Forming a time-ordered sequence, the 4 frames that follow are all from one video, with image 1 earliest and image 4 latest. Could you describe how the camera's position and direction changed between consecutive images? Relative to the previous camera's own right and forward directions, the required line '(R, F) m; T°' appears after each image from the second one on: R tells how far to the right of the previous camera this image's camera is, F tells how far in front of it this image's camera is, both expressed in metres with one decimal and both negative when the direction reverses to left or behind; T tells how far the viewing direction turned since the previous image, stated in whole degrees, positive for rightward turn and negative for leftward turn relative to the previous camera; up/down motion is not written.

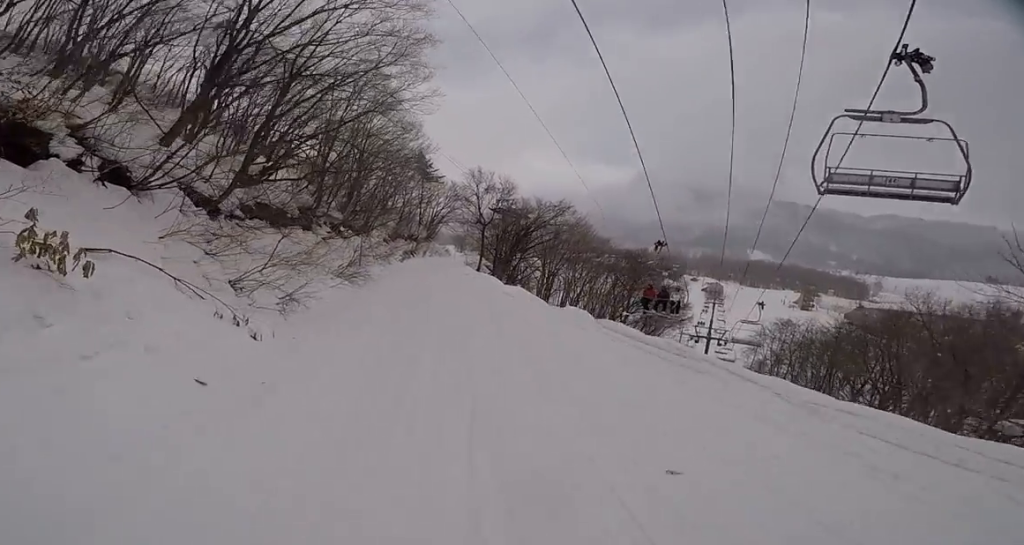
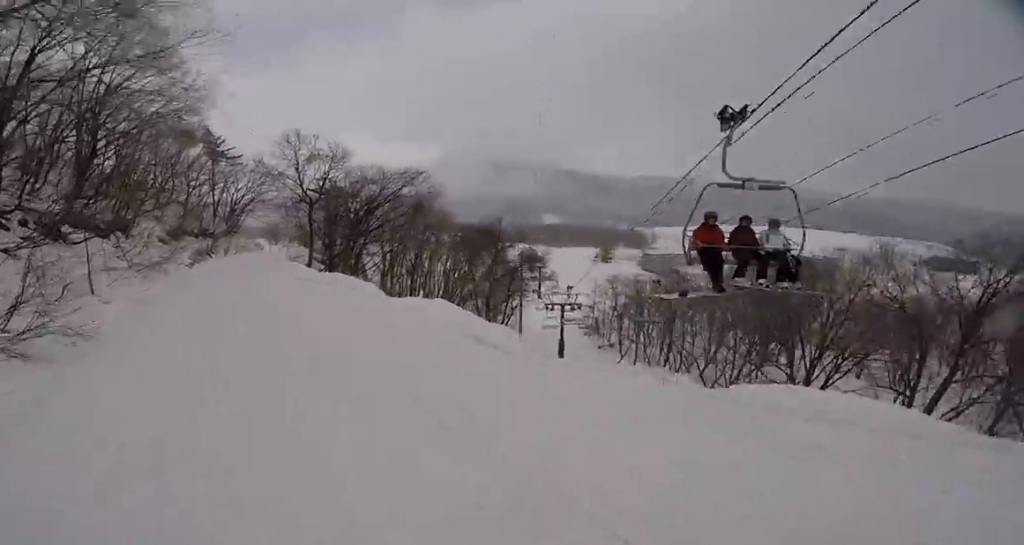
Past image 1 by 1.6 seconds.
(+0.8, +10.7) m; 0°
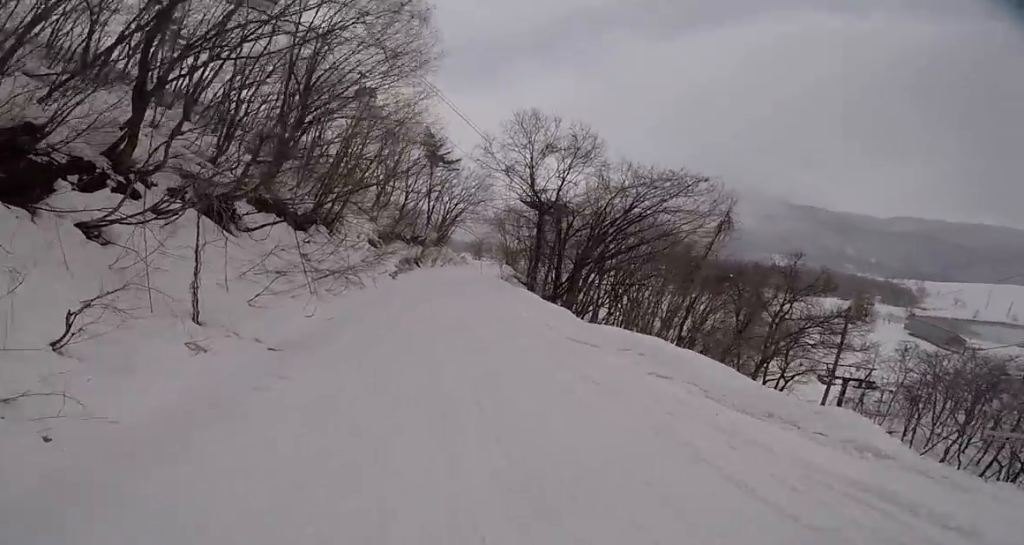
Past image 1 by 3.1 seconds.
(+0.4, +9.9) m; -1°
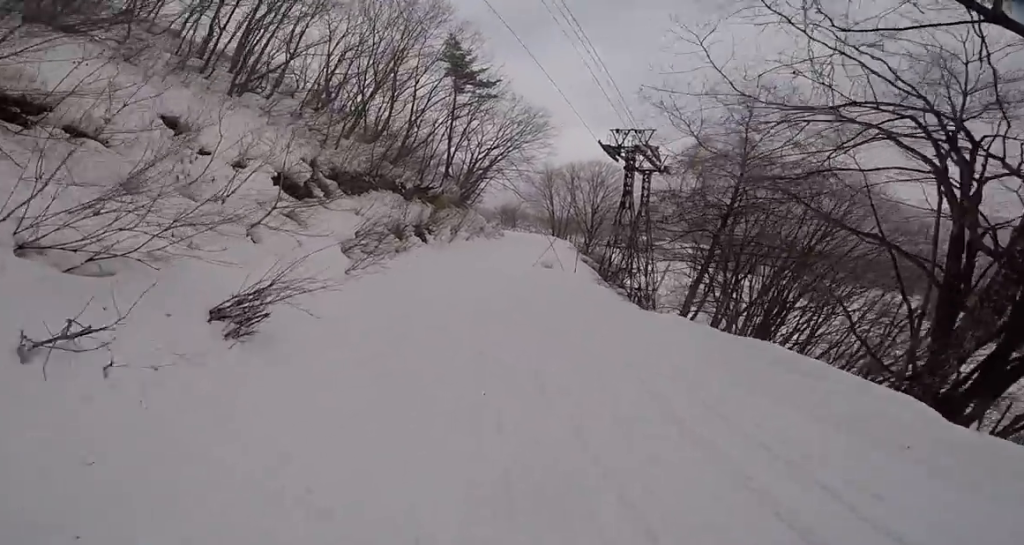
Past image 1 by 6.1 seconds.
(+1.0, +21.5) m; +3°
